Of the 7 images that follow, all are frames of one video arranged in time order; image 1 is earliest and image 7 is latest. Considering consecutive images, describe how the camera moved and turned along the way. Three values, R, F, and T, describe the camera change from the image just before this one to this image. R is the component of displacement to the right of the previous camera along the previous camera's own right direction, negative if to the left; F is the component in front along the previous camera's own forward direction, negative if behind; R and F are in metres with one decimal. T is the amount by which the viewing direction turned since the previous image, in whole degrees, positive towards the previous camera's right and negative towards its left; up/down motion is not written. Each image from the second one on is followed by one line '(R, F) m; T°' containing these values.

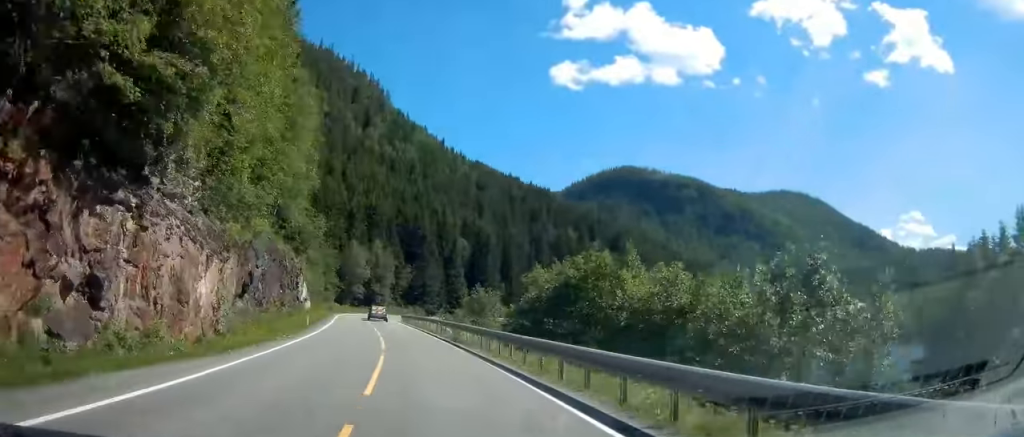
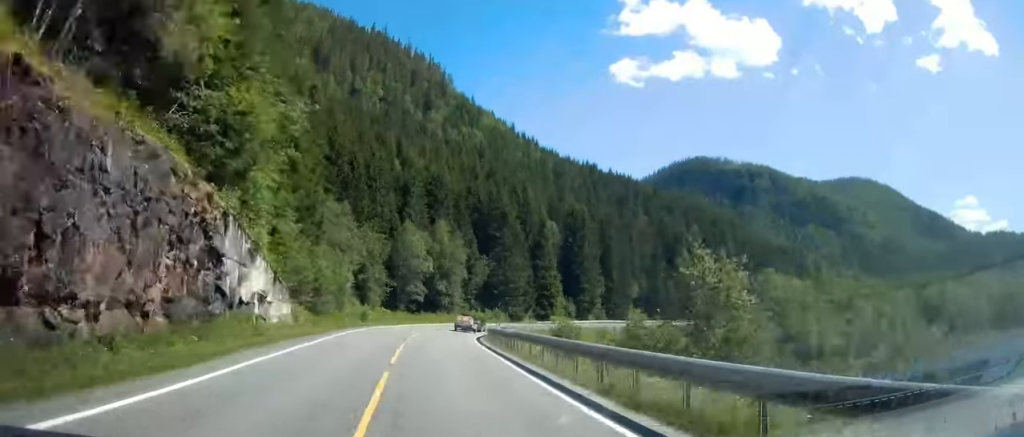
(-2.1, +40.7) m; -6°
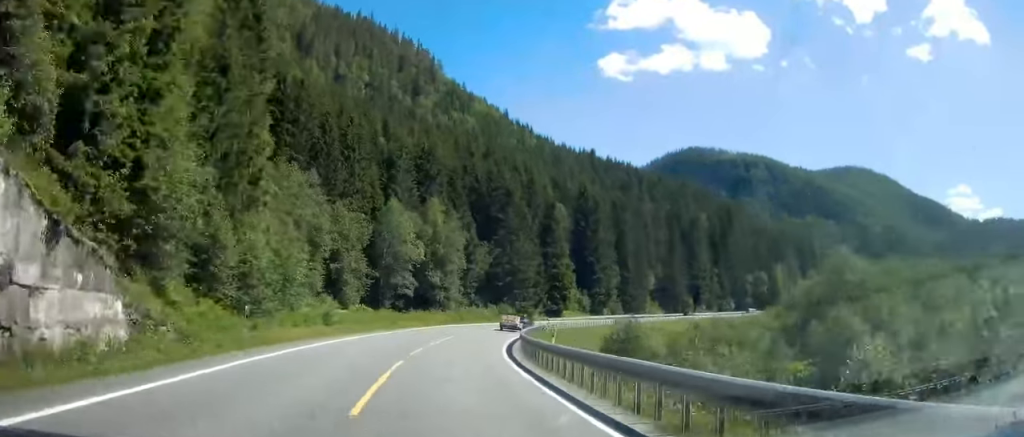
(-1.0, +20.8) m; -2°
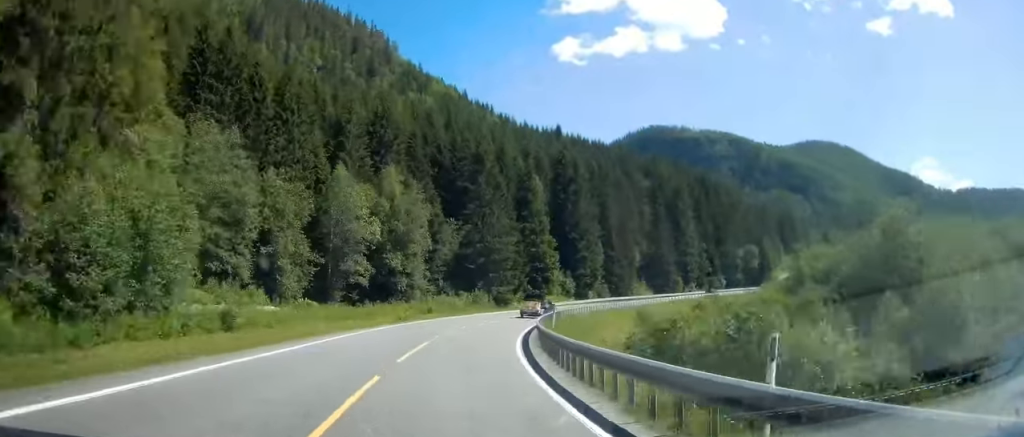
(-0.4, +17.1) m; -1°
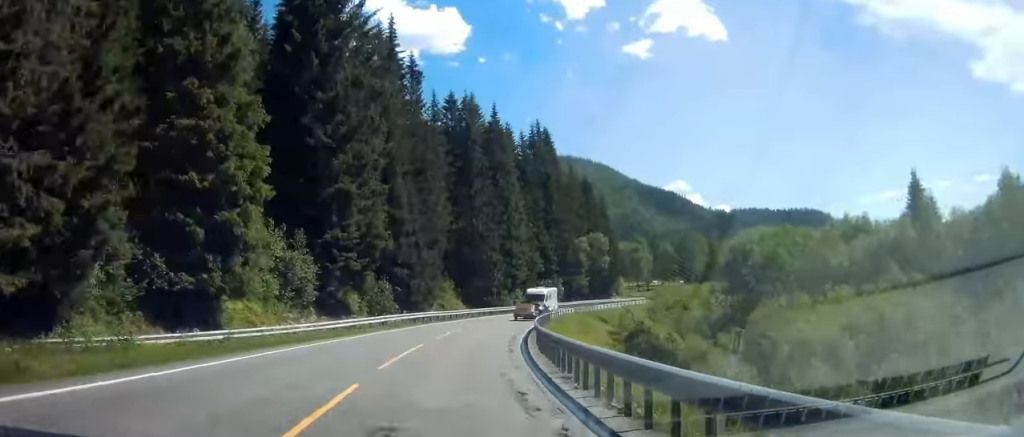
(+6.6, +72.6) m; +19°
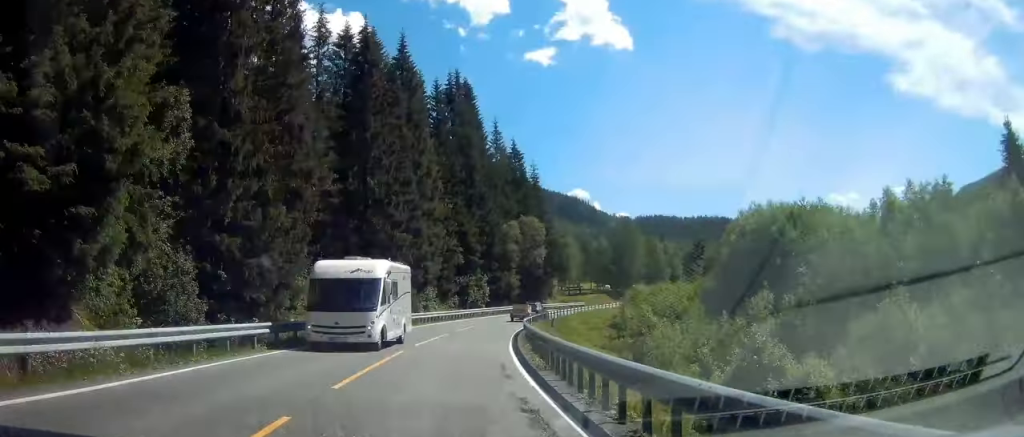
(+2.6, +26.7) m; +14°
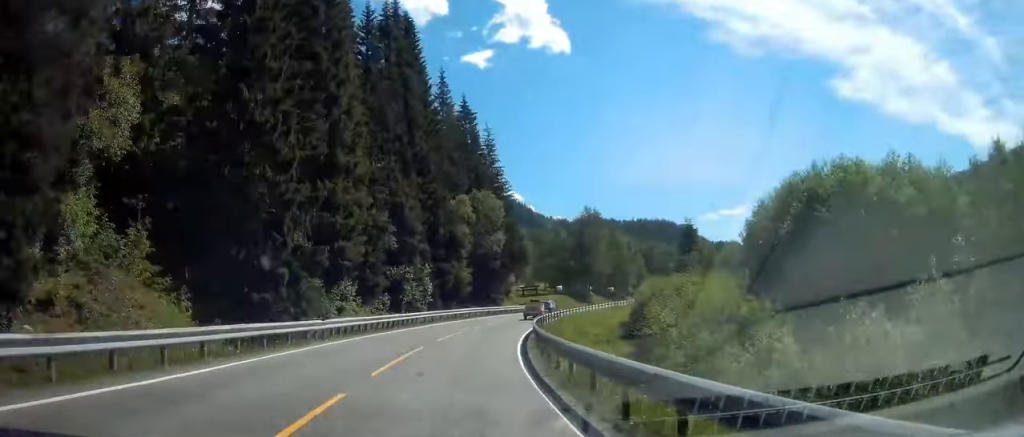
(+3.2, +21.1) m; +7°
